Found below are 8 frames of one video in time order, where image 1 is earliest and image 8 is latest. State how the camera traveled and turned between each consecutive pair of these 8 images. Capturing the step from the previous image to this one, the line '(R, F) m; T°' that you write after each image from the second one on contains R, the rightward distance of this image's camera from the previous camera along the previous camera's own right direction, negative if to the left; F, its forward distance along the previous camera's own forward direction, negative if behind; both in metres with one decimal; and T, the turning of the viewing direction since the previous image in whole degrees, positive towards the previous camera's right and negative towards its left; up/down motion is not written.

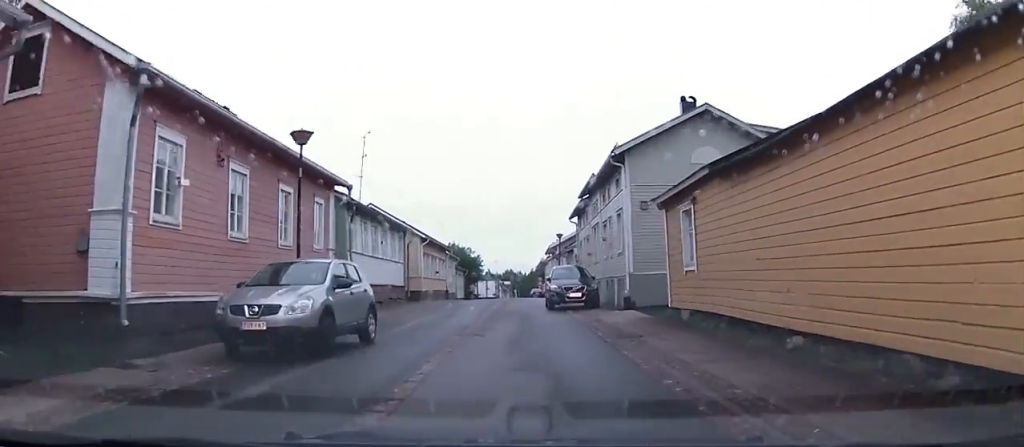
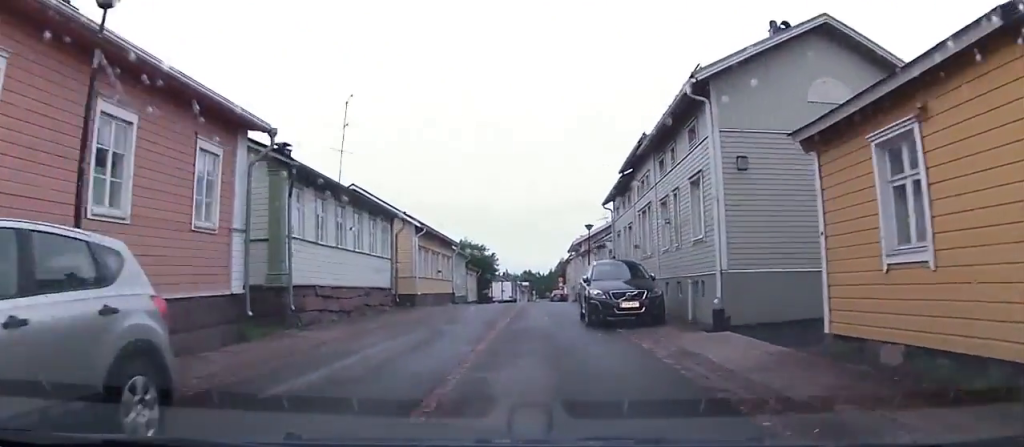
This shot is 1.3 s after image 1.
(+0.1, +7.9) m; -1°
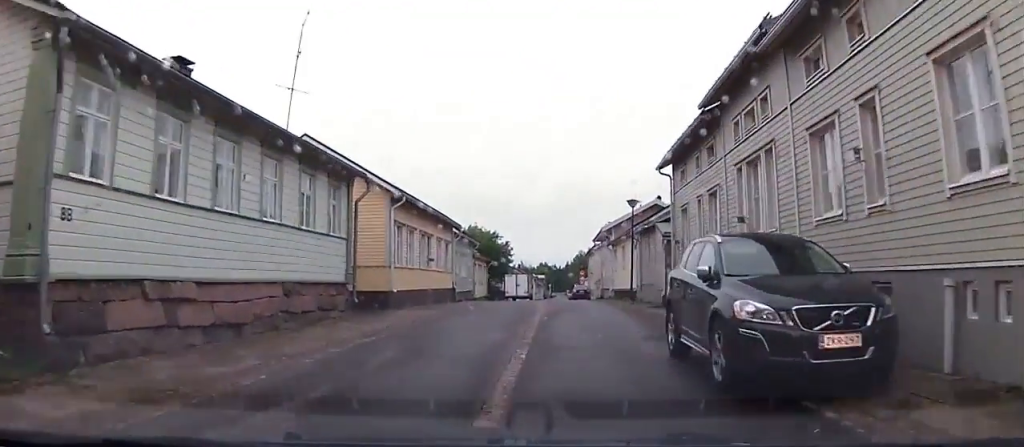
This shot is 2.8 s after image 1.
(-0.5, +9.1) m; +1°
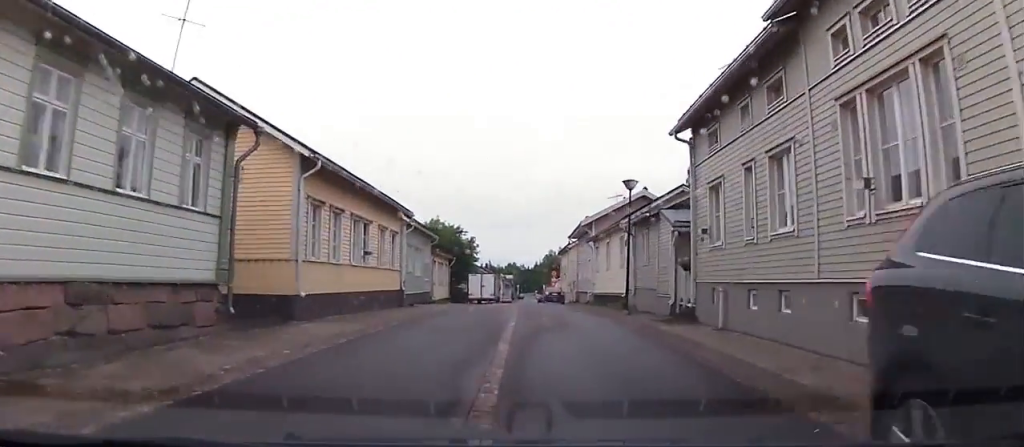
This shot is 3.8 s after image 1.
(+0.2, +6.5) m; +2°
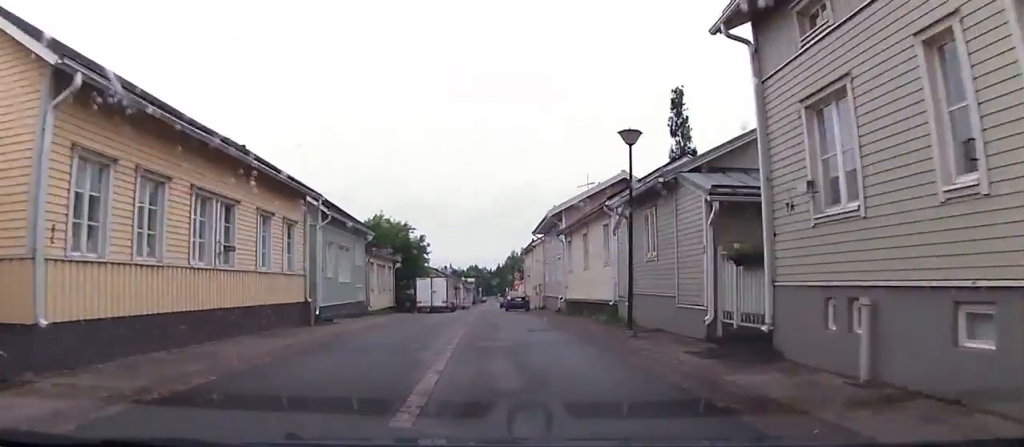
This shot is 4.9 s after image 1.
(+0.4, +7.7) m; +2°
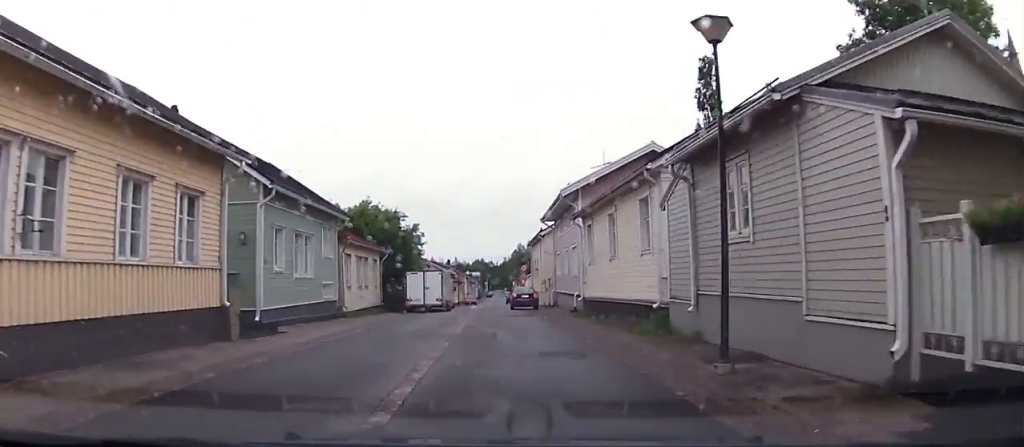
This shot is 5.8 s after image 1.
(0.0, +6.2) m; 0°
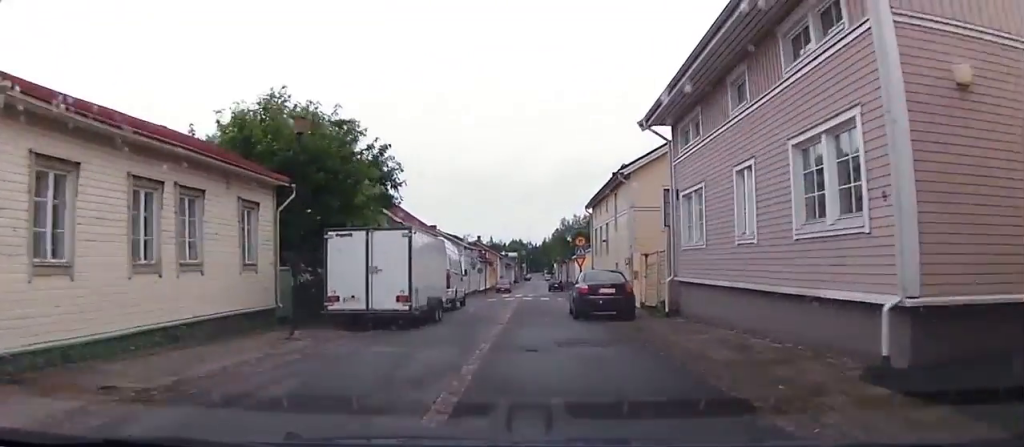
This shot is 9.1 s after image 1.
(+0.1, +22.1) m; 0°
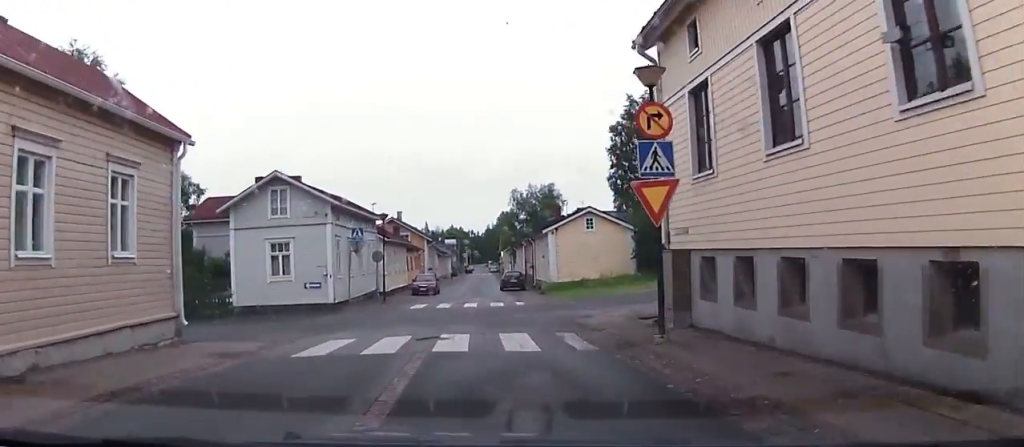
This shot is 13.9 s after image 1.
(+0.1, +29.5) m; +2°
